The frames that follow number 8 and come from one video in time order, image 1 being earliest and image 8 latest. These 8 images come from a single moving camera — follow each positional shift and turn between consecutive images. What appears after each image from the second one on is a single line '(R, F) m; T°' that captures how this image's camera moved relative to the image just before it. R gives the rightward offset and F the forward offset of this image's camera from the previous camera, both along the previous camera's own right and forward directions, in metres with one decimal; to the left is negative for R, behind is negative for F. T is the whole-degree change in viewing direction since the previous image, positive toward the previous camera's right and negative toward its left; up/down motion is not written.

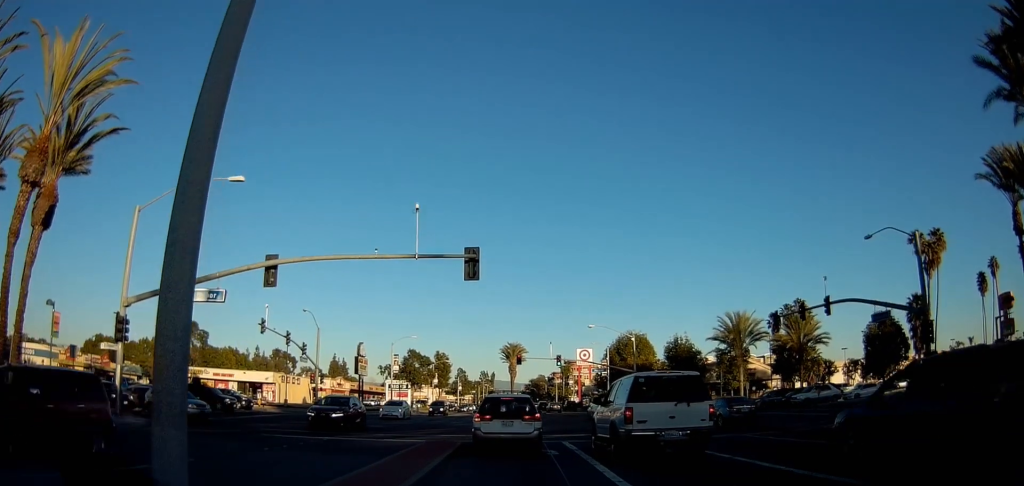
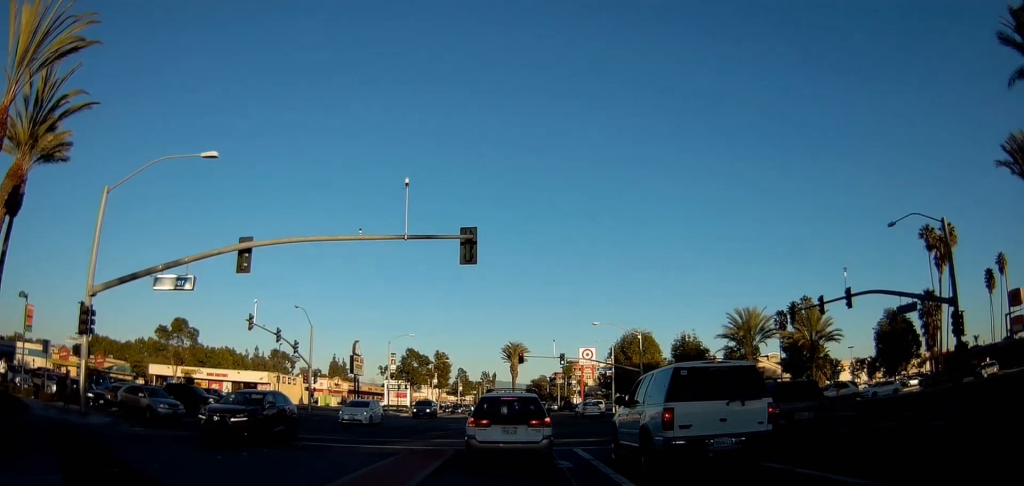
(0.0, +2.9) m; -2°
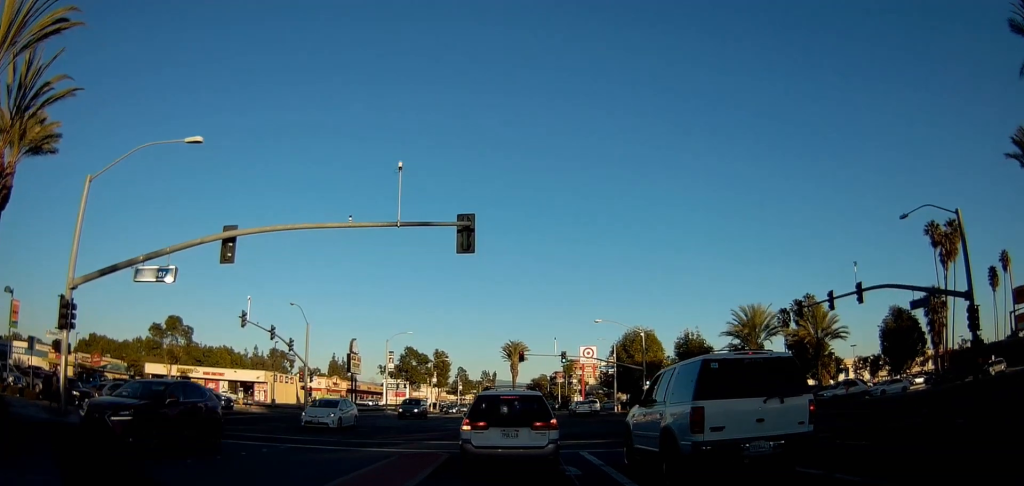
(+0.1, +1.6) m; -2°
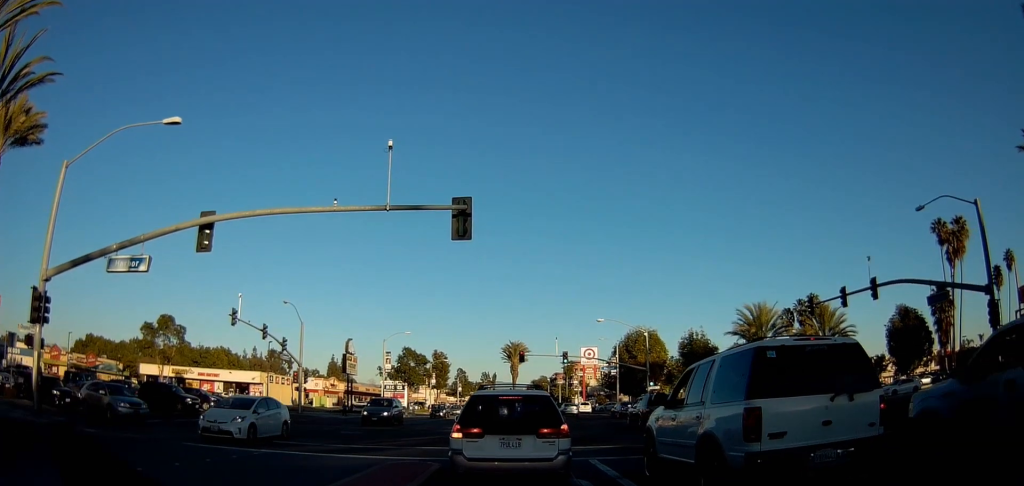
(-0.2, +1.9) m; -2°
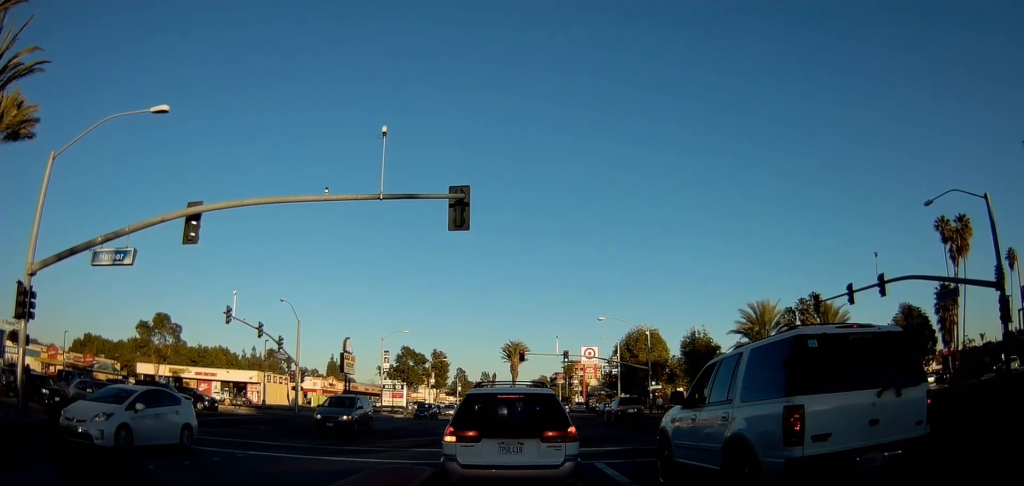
(0.0, +1.1) m; 0°
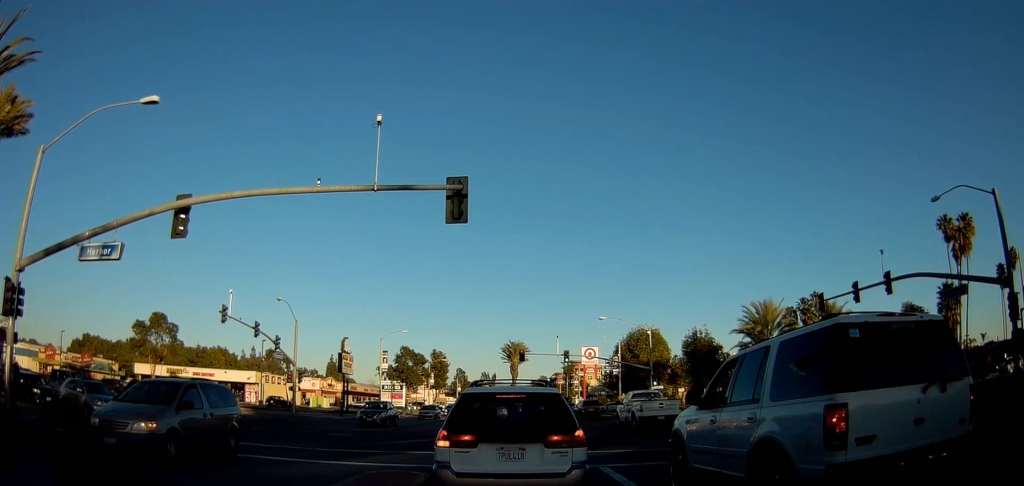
(+0.3, +0.8) m; 0°
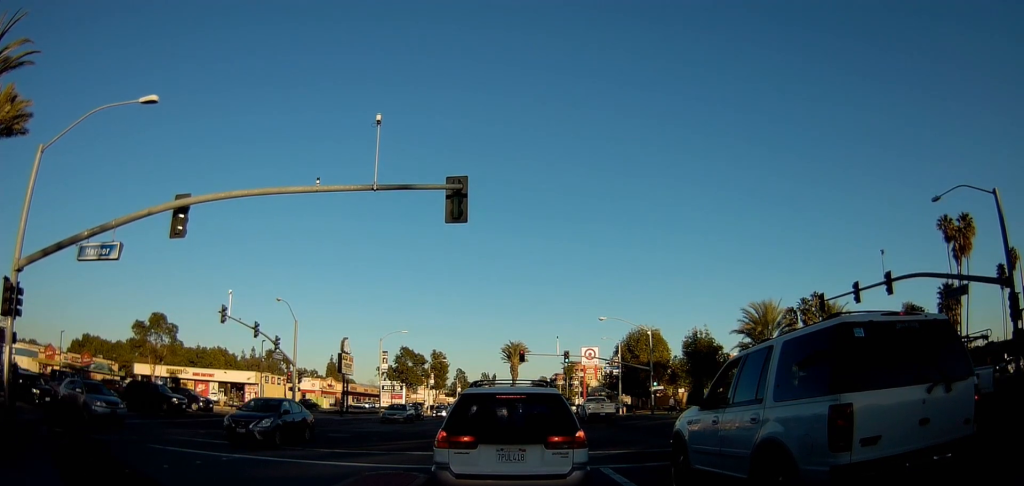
(+0.2, 0.0) m; 0°
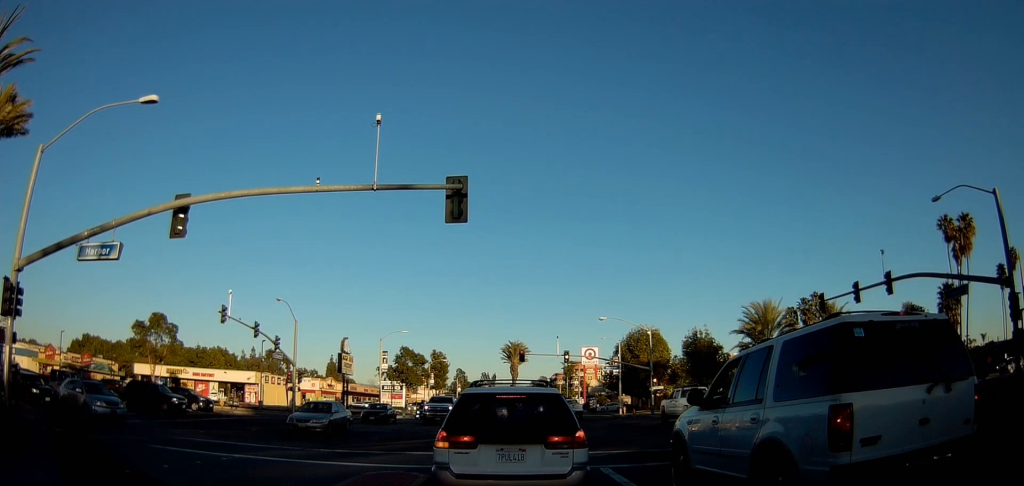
(0.0, 0.0) m; 0°
